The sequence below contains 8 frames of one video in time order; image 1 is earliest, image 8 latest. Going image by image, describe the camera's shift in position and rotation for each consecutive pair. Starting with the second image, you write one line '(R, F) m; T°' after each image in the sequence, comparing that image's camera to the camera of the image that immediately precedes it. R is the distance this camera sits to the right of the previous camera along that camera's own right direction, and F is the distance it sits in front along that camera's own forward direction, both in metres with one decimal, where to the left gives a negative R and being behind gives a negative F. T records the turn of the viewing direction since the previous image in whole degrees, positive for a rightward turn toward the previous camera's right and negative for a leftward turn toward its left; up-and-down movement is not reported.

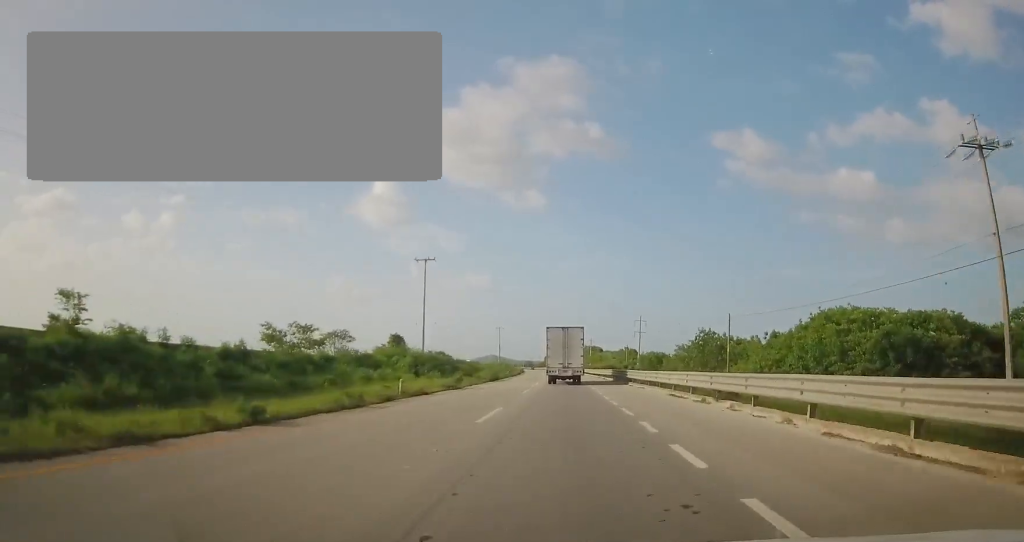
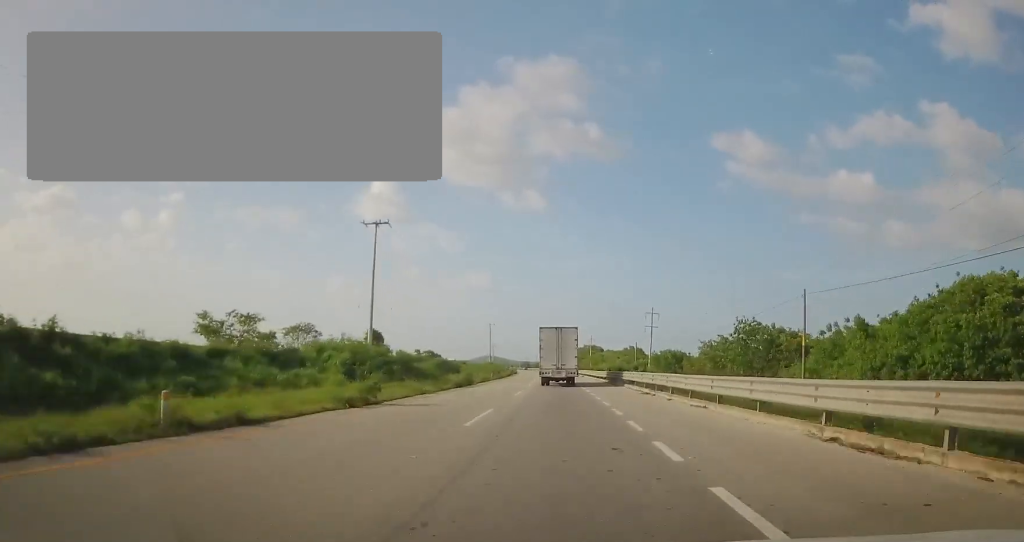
(-0.3, +16.2) m; 0°
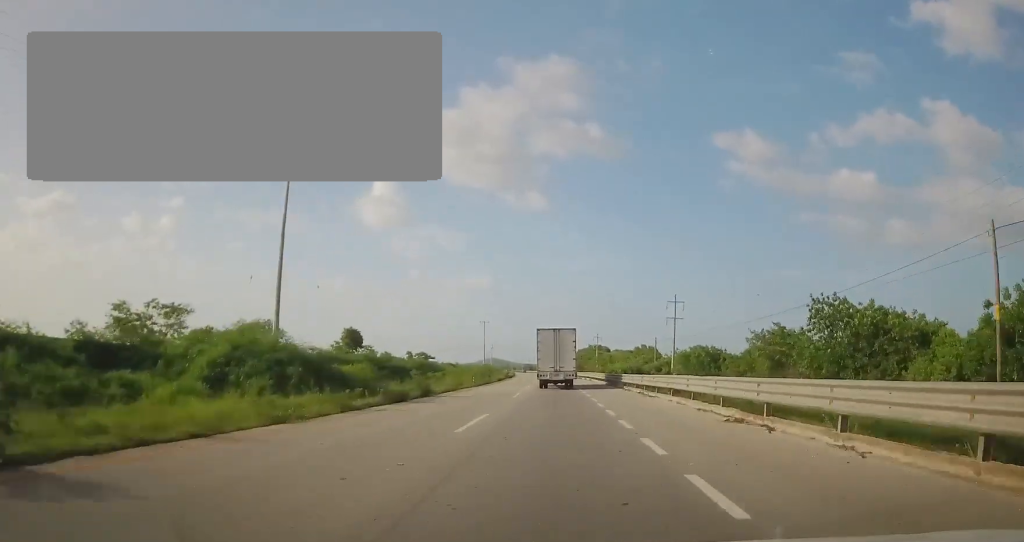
(0.0, +16.2) m; 0°
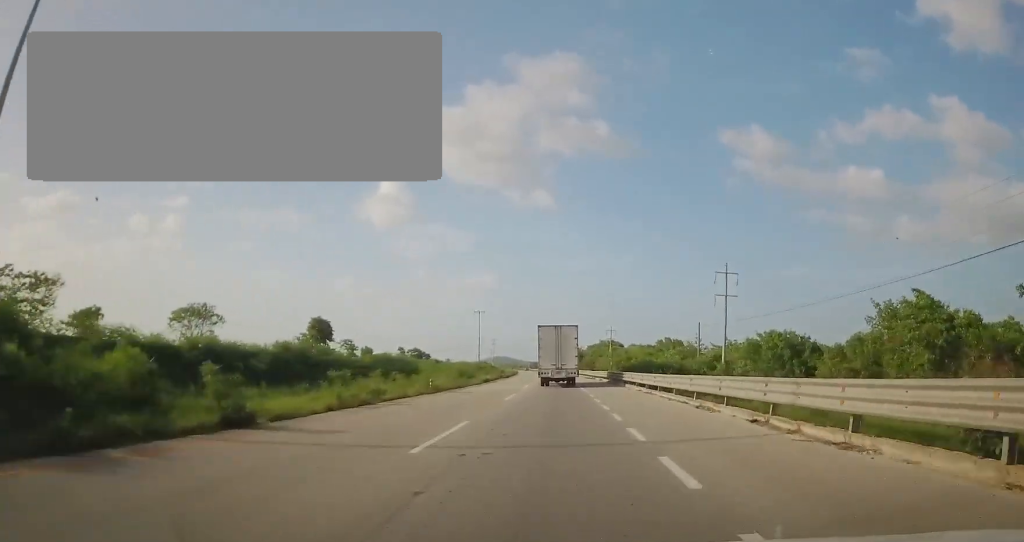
(+0.1, +19.7) m; 0°
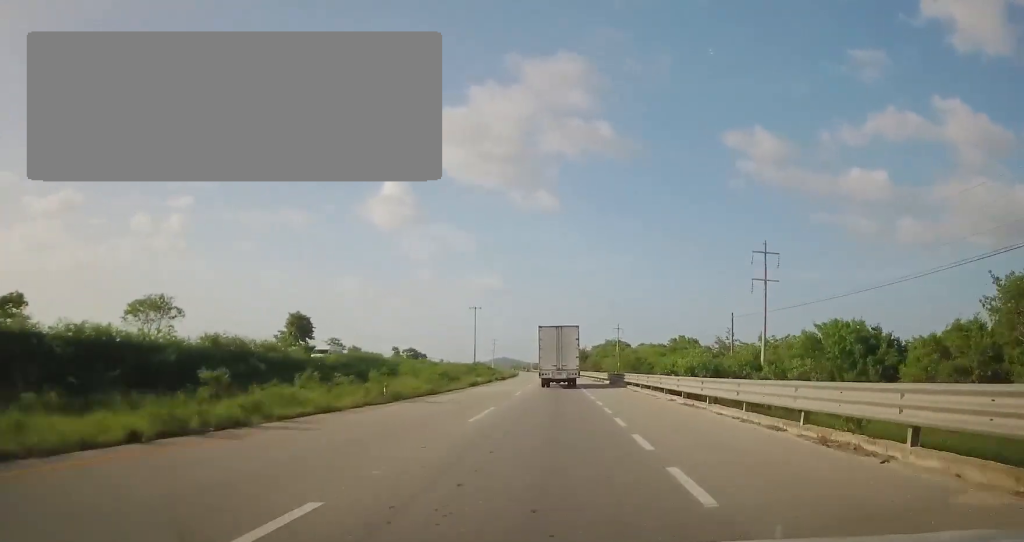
(-0.2, +9.4) m; 0°
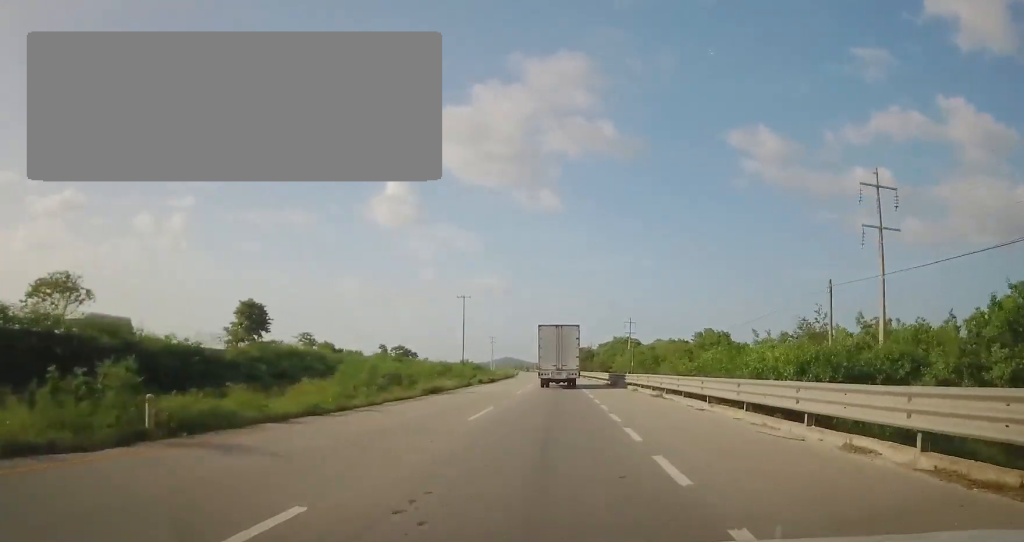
(0.0, +15.3) m; 0°
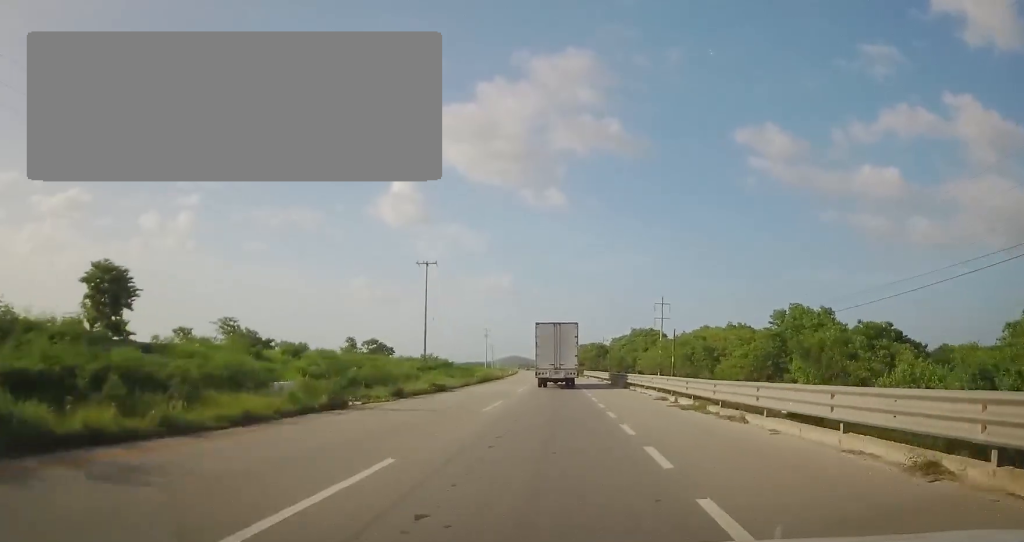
(-0.2, +27.9) m; -1°
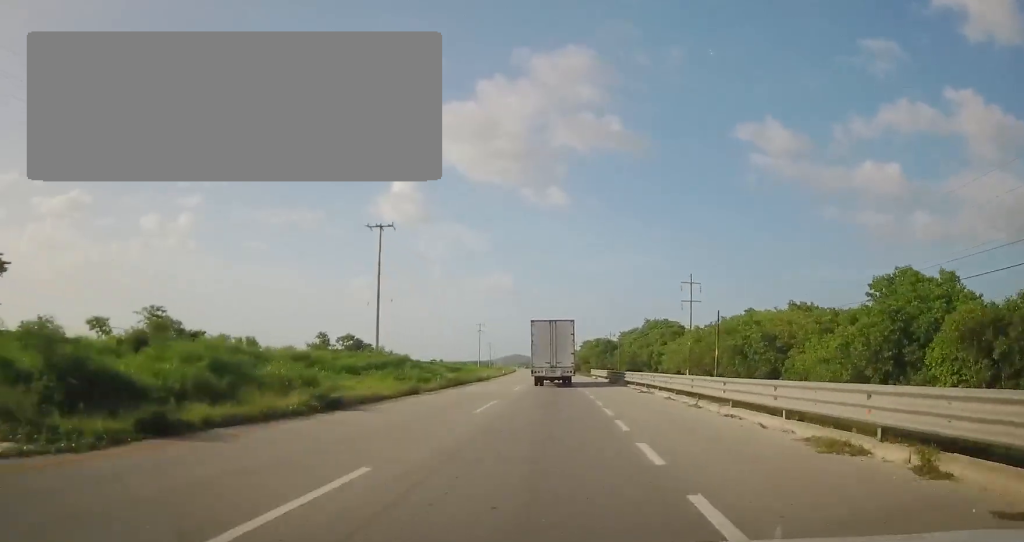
(0.0, +16.6) m; 0°
